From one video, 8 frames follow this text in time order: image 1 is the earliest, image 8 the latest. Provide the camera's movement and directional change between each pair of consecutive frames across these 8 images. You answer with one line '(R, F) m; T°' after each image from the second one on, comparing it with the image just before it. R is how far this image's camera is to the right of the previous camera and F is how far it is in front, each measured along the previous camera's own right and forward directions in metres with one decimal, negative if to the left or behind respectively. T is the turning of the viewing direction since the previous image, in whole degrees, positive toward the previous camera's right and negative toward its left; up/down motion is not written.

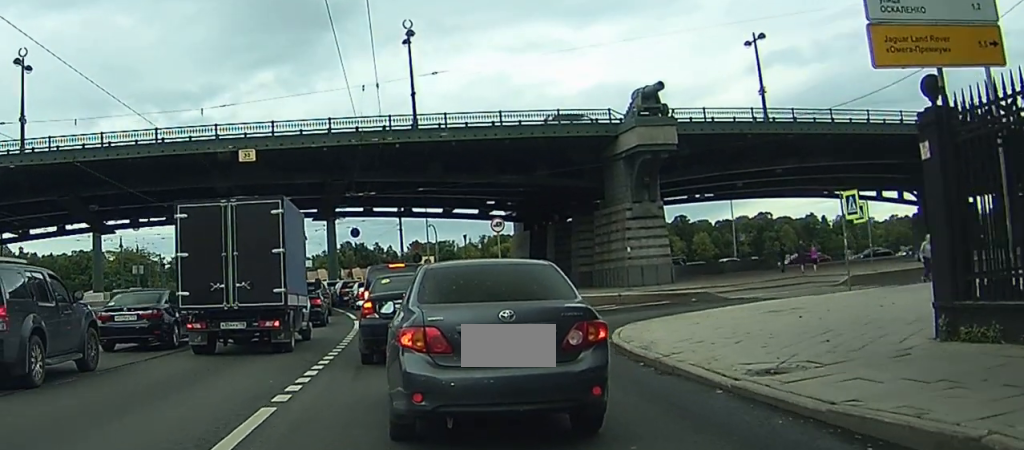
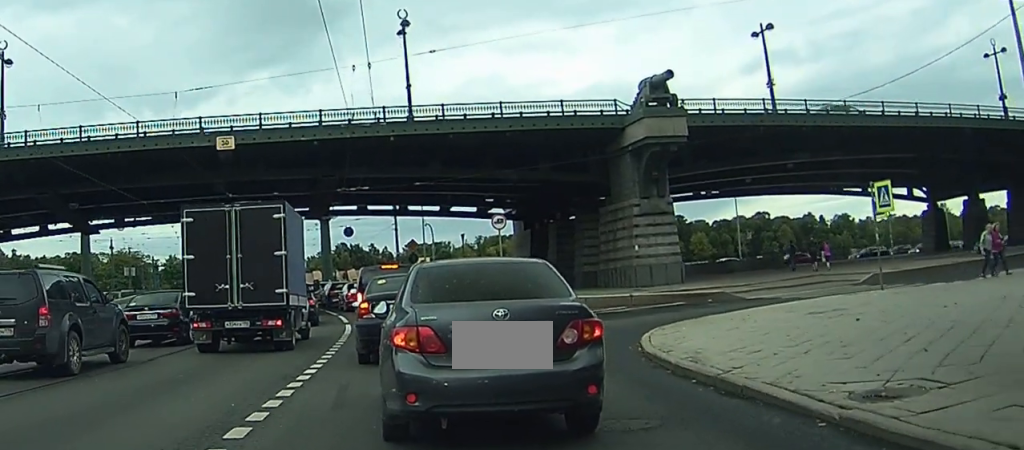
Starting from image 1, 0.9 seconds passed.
(-0.2, +3.4) m; -2°
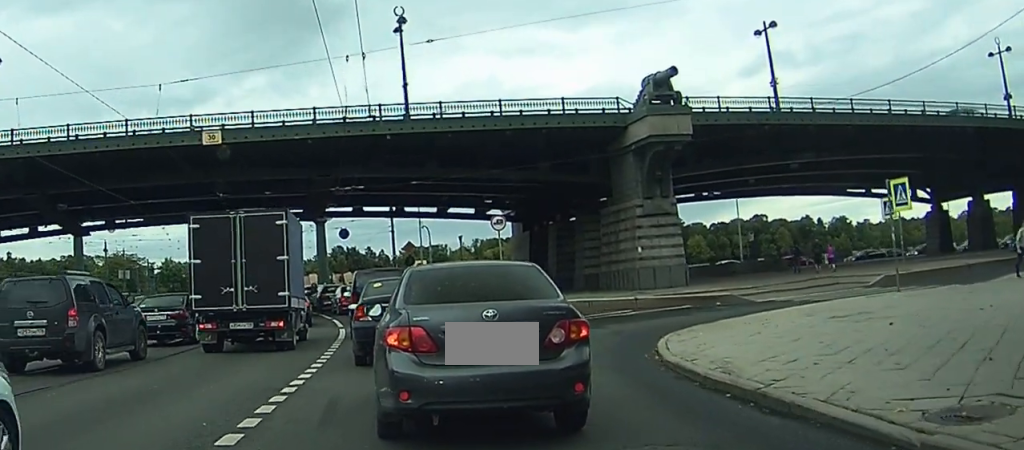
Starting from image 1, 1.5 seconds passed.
(0.0, +2.4) m; +1°
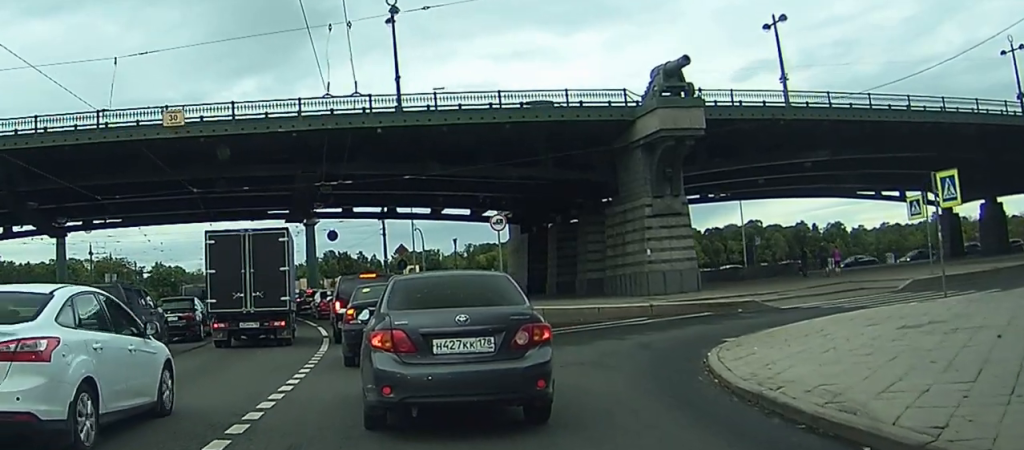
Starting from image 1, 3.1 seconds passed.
(+0.3, +7.2) m; +8°
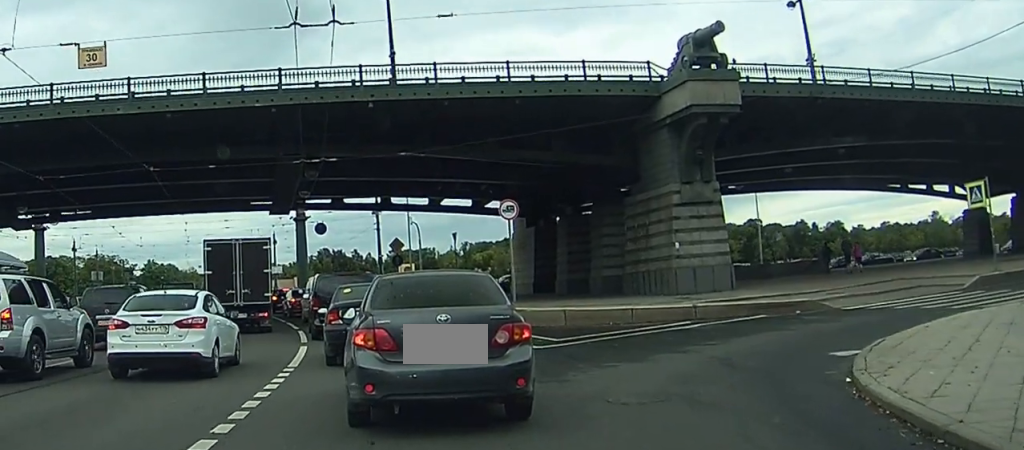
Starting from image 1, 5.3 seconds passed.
(+0.9, +9.7) m; +6°
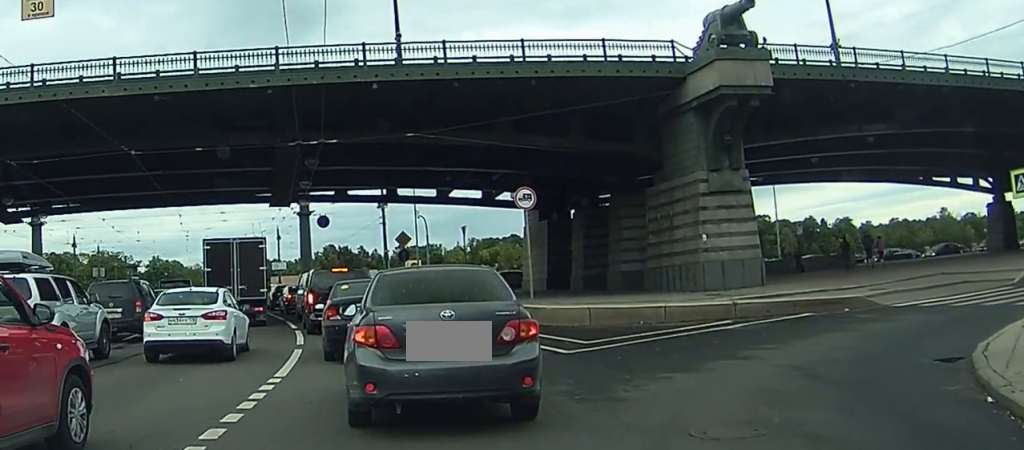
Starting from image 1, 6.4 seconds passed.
(+0.1, +4.3) m; -2°
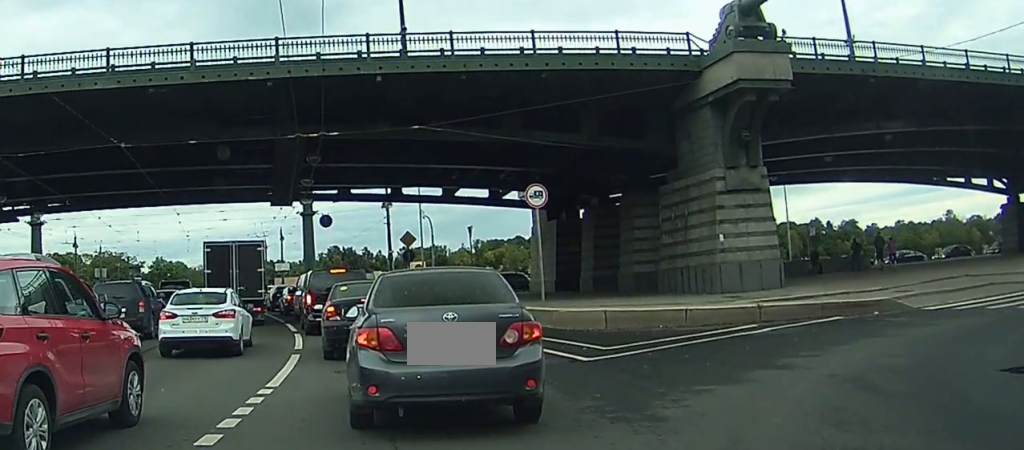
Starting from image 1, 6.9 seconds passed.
(-0.2, +2.4) m; -2°
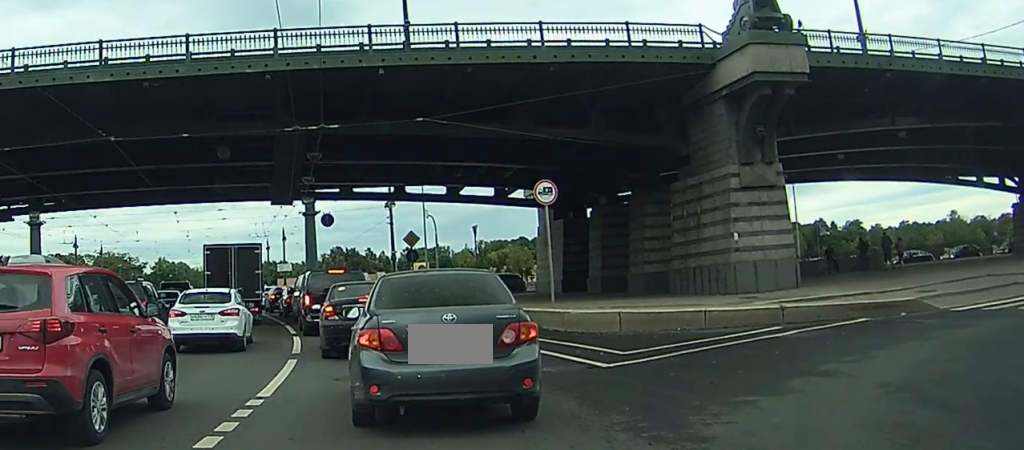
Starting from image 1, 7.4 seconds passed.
(-0.1, +2.1) m; -1°
